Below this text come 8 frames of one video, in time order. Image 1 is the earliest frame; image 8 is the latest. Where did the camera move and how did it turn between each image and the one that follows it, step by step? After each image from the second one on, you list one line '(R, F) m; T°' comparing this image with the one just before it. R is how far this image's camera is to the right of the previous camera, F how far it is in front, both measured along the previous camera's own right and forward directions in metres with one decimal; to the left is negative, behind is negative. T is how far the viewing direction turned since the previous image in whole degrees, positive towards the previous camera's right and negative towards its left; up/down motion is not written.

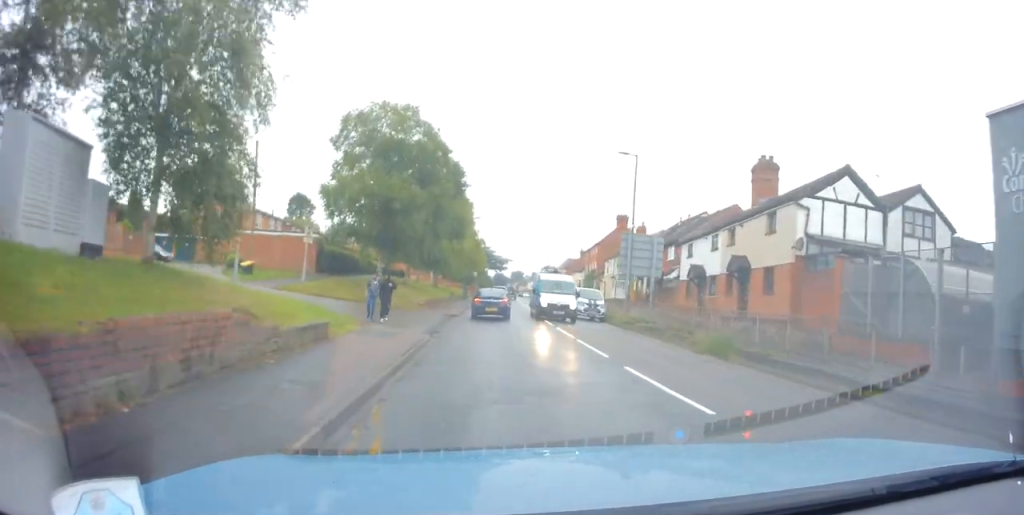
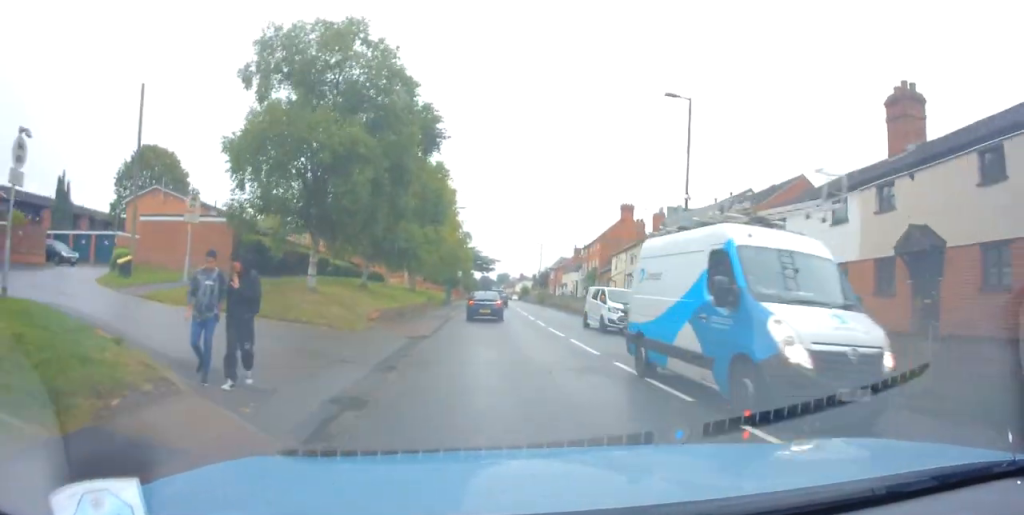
(+0.4, +11.2) m; +1°
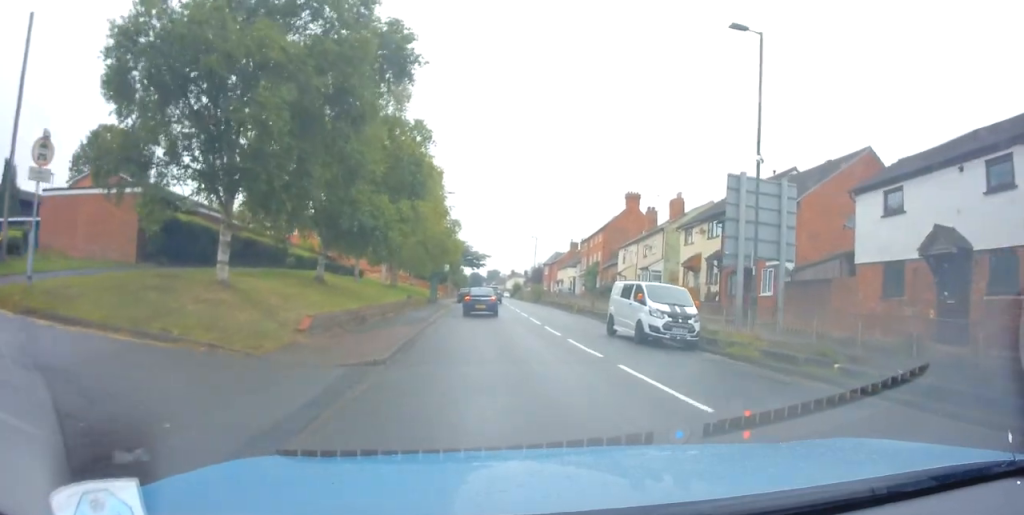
(-0.1, +7.1) m; +1°
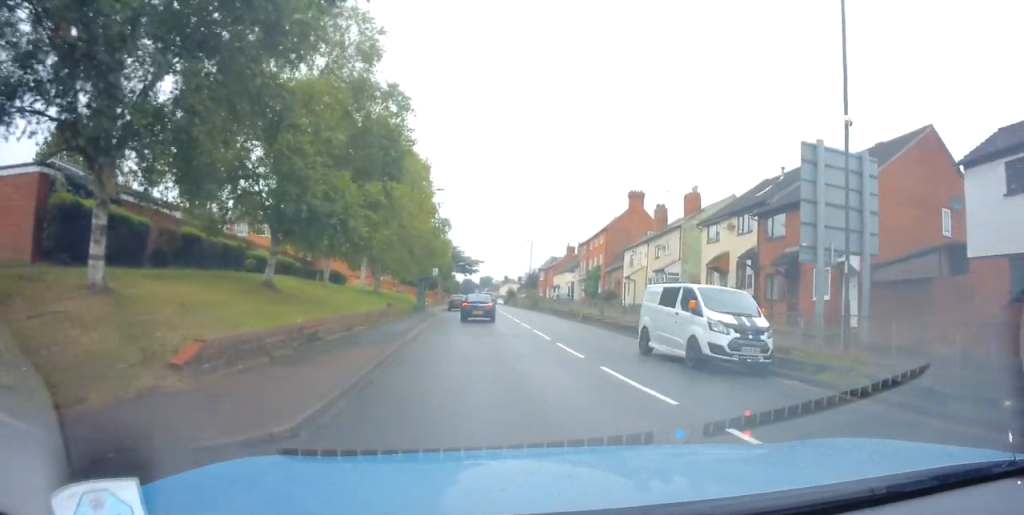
(-0.1, +5.0) m; 0°
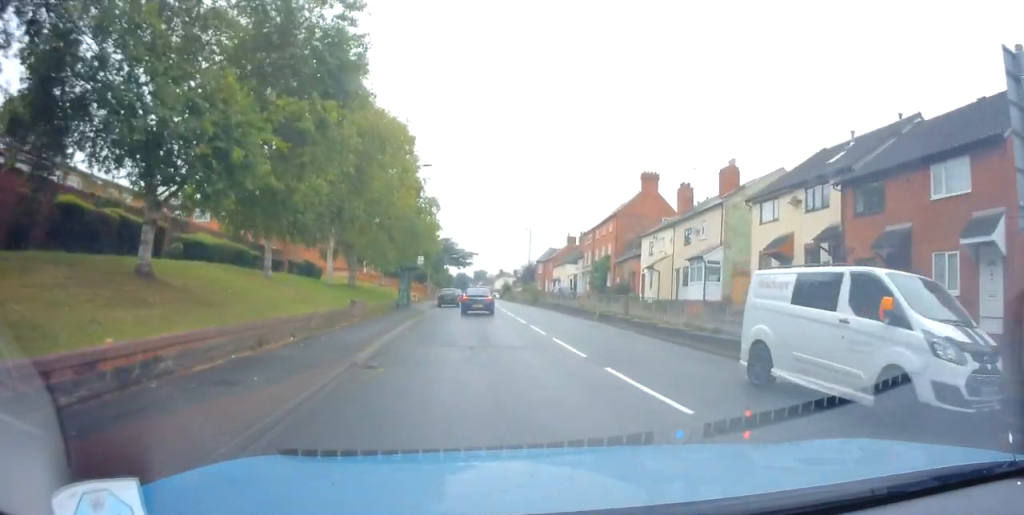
(+0.2, +7.0) m; +1°
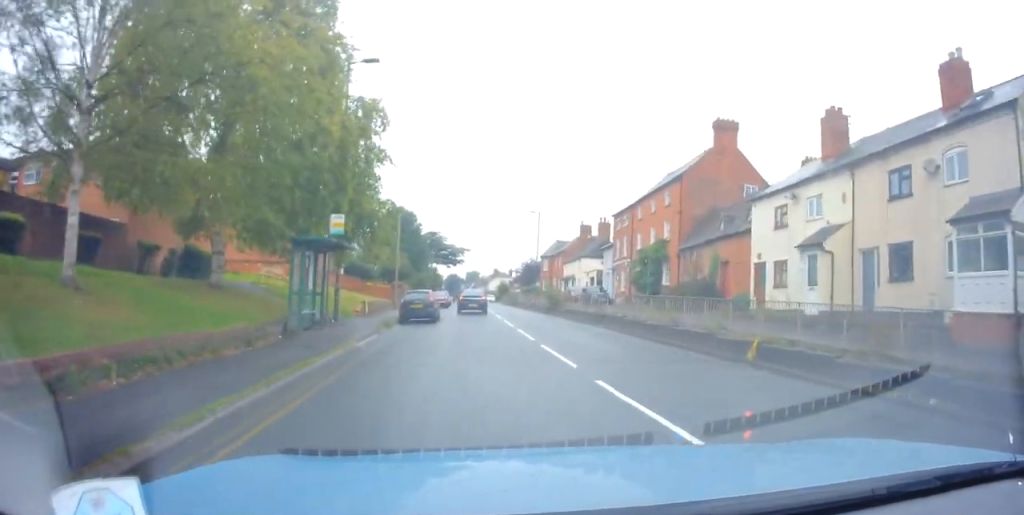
(+0.2, +19.6) m; +2°
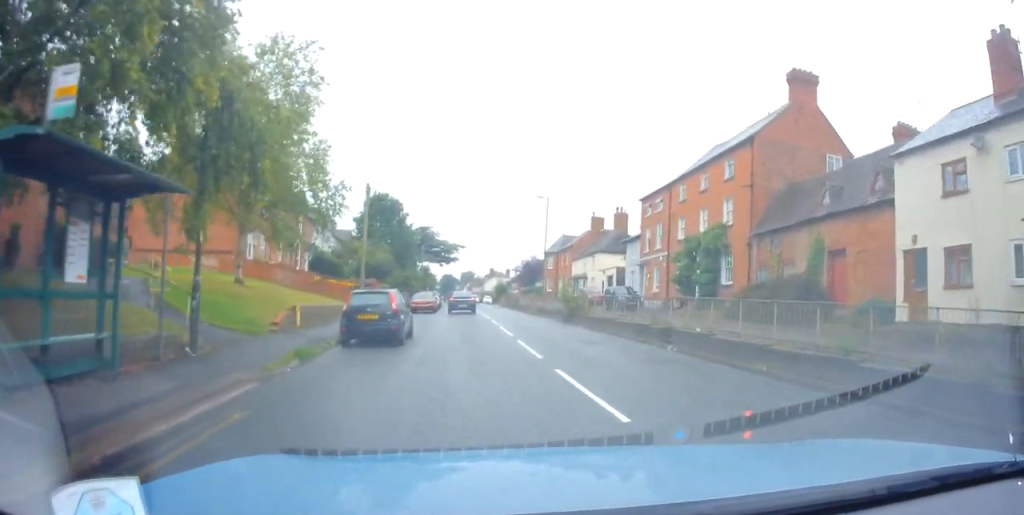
(+0.3, +10.4) m; +1°
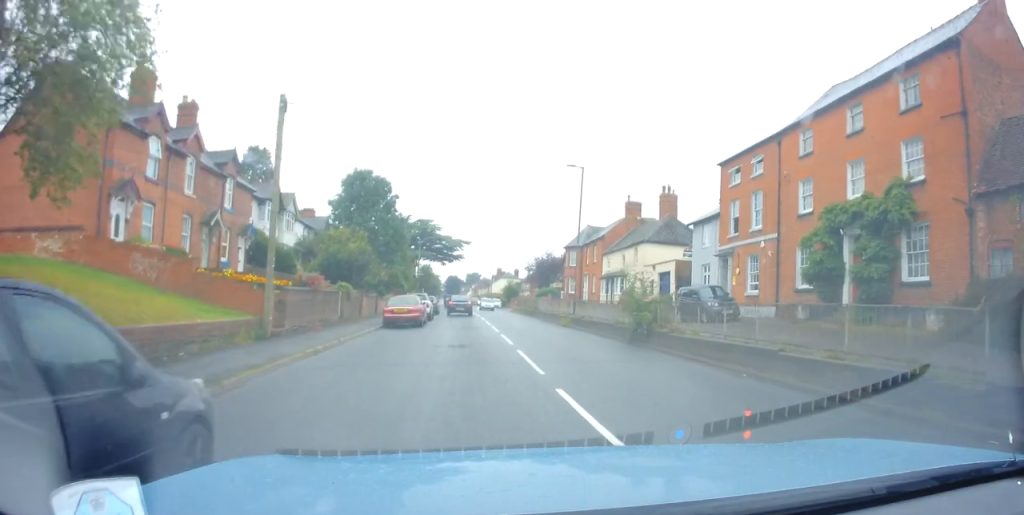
(-0.2, +13.6) m; -1°
